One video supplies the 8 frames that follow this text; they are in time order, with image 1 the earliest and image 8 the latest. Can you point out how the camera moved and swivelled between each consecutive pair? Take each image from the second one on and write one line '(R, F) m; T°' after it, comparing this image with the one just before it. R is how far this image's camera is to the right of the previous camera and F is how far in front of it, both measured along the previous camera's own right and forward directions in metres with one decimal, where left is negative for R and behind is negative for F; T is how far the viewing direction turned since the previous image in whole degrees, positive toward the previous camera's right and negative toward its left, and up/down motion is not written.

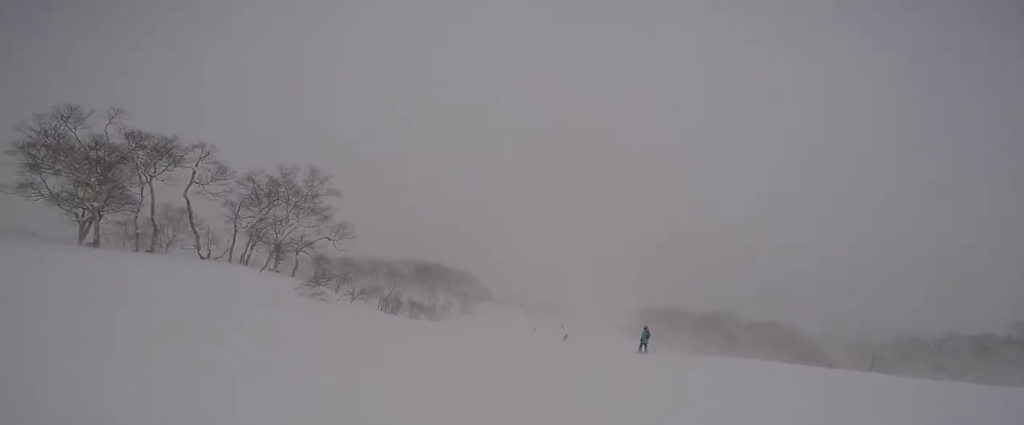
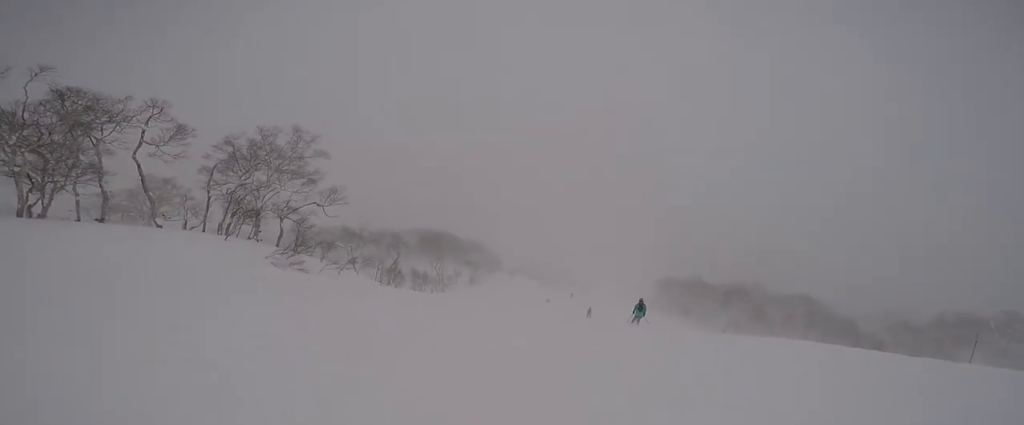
(-1.0, +4.2) m; 0°
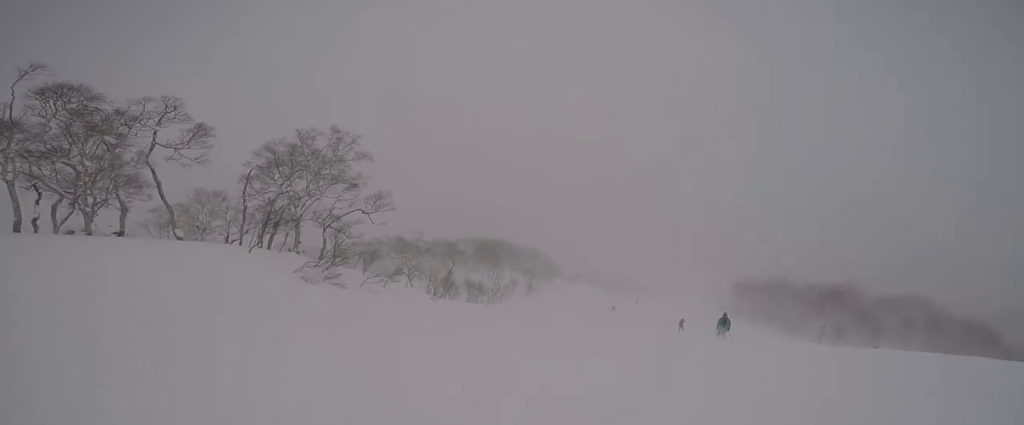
(+1.2, +4.9) m; +14°
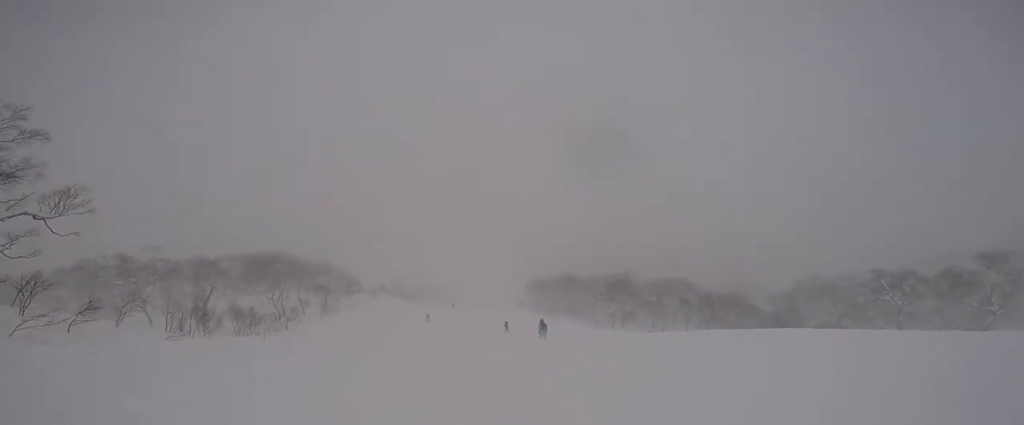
(+0.5, +6.6) m; +17°
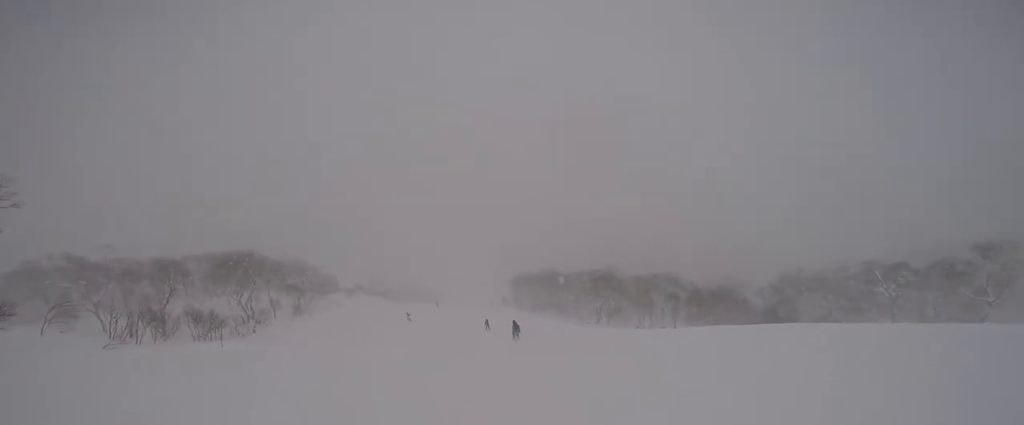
(+0.8, +2.7) m; -1°
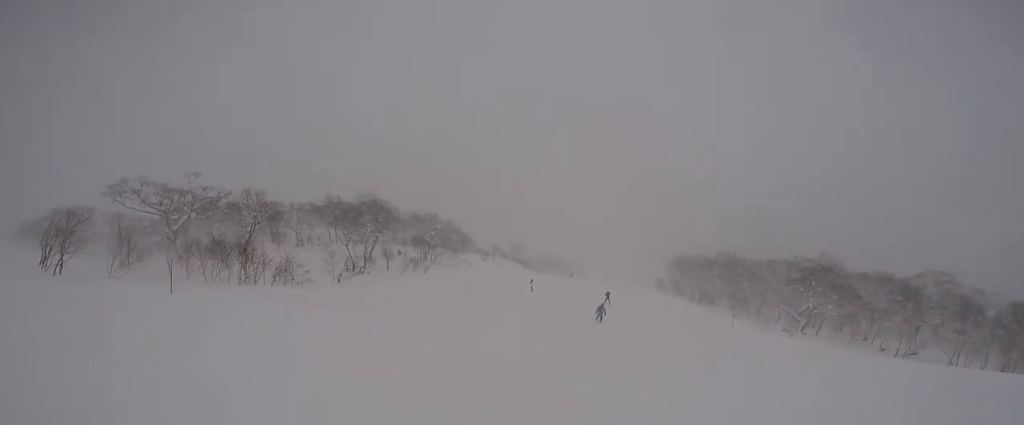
(-3.3, +17.1) m; -11°
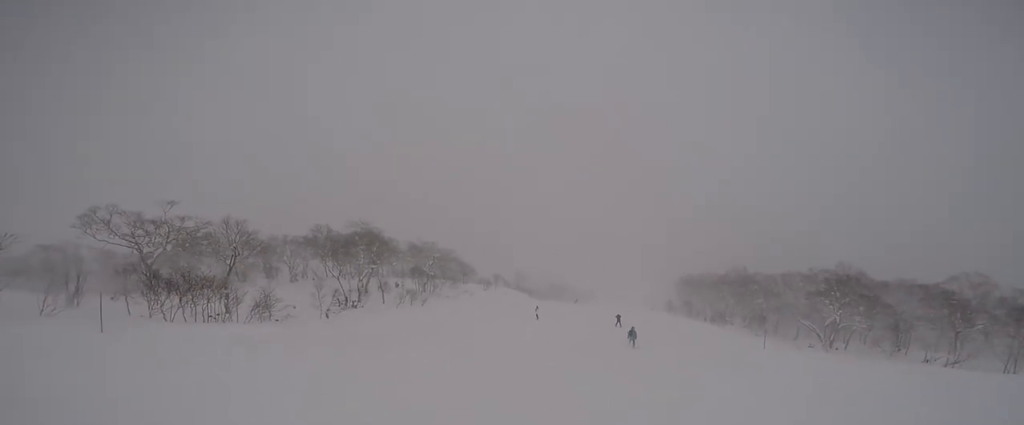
(-0.1, +3.3) m; +5°
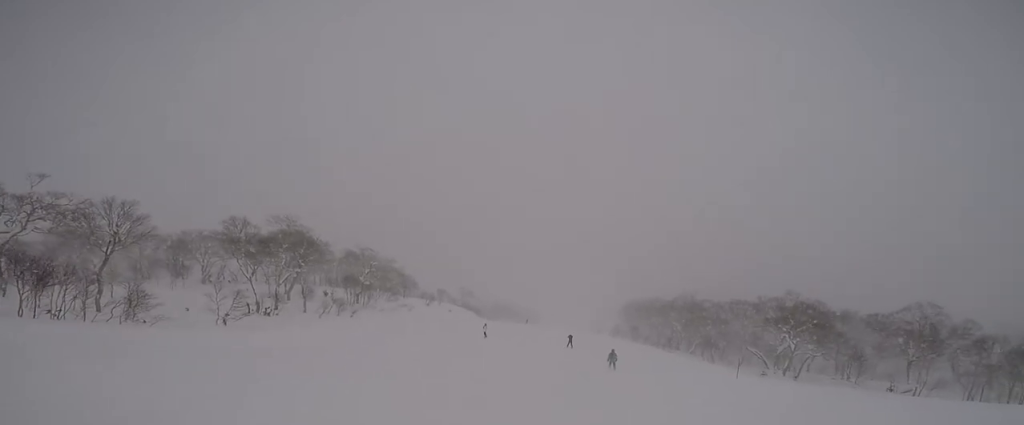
(+0.3, +4.6) m; +3°
